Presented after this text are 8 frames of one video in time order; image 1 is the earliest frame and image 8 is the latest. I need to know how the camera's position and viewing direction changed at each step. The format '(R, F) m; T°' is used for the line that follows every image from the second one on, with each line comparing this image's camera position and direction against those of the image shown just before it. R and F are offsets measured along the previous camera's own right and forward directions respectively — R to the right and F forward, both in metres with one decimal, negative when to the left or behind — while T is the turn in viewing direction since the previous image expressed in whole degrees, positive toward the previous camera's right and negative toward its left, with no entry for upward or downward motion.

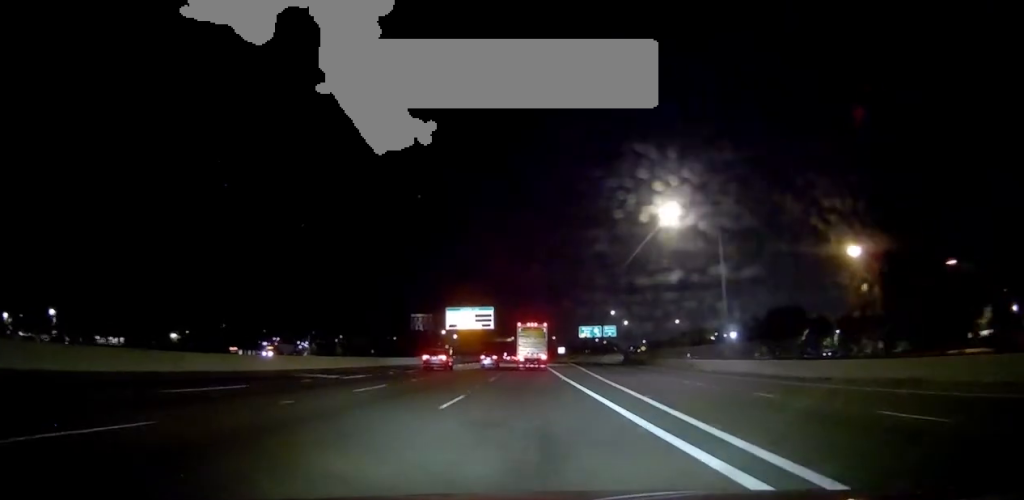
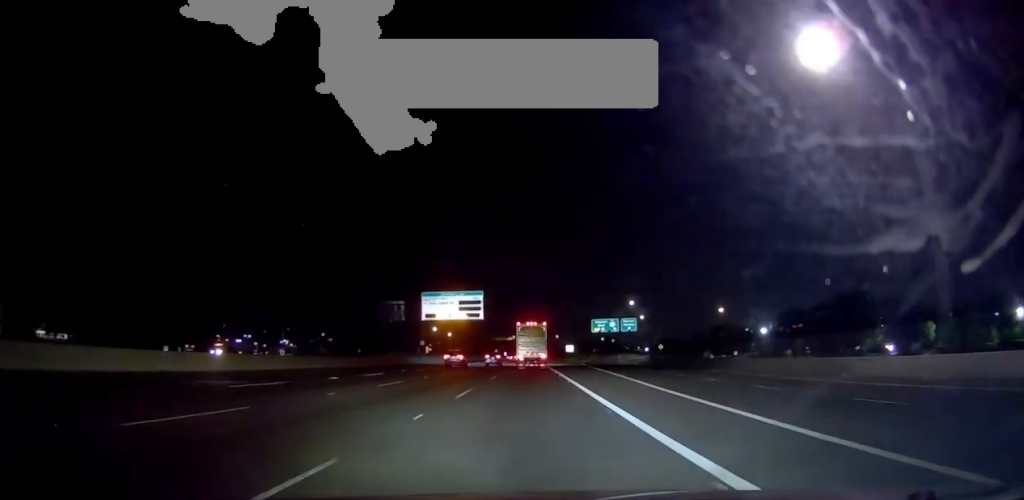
(+0.1, +25.1) m; -1°
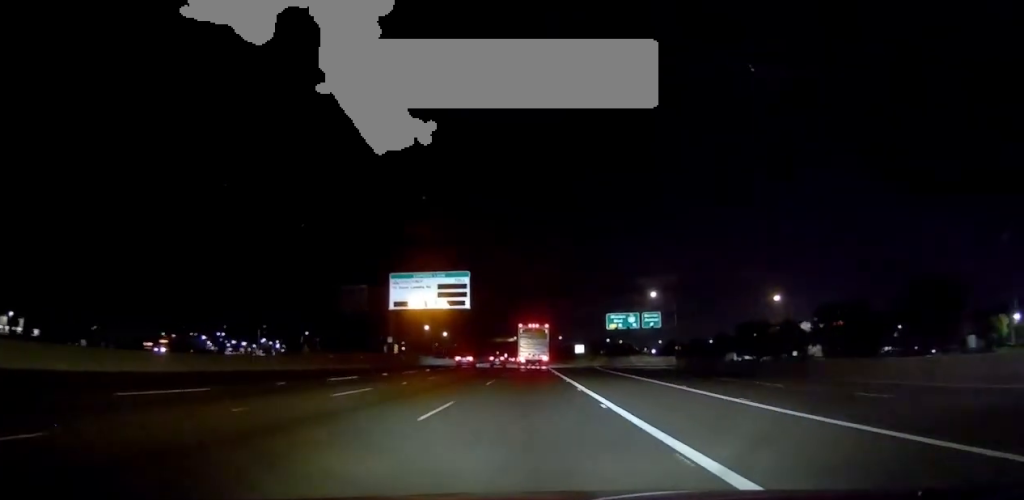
(-0.2, +19.9) m; -1°
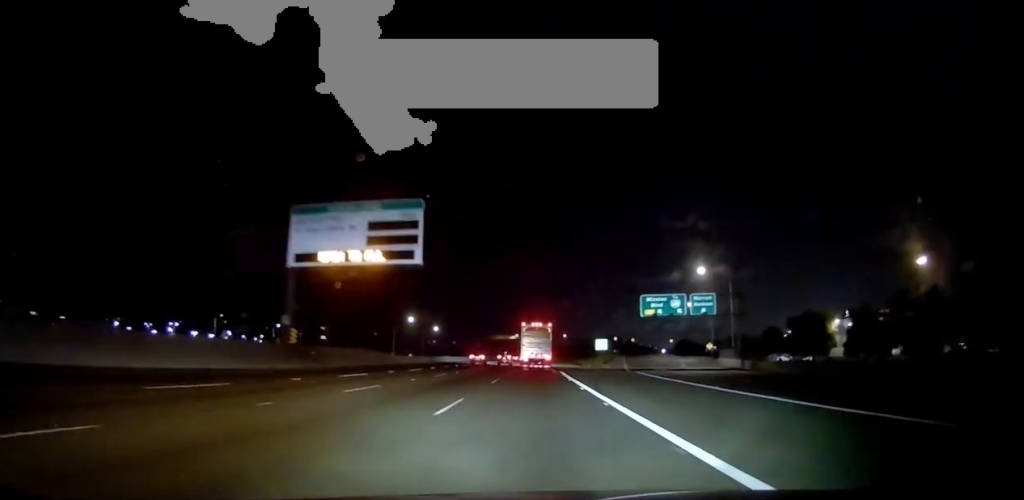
(0.0, +28.8) m; 0°
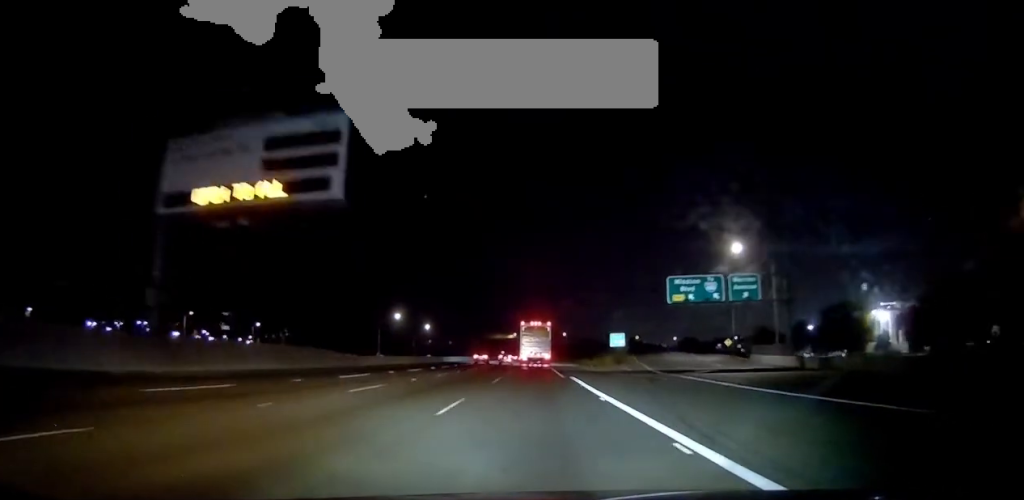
(0.0, +14.4) m; 0°
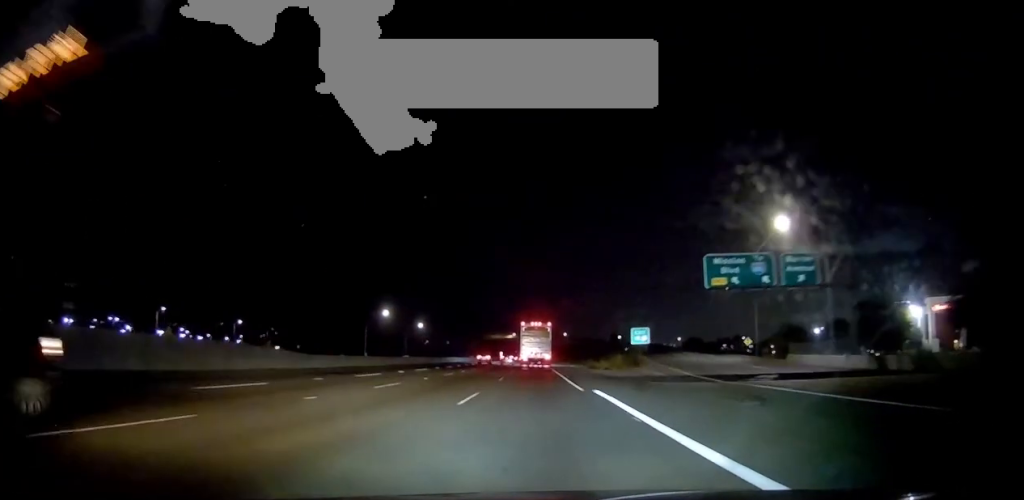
(0.0, +12.1) m; 0°
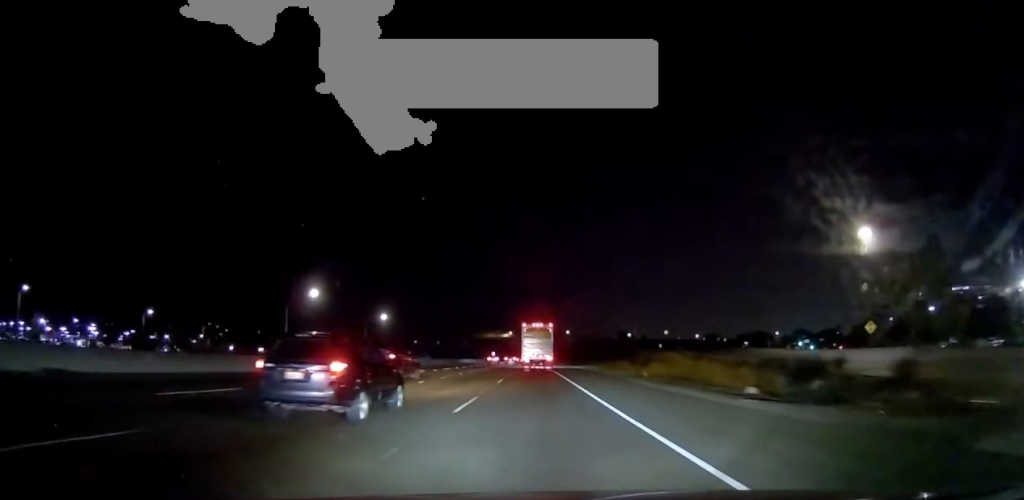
(+0.4, +44.9) m; +1°
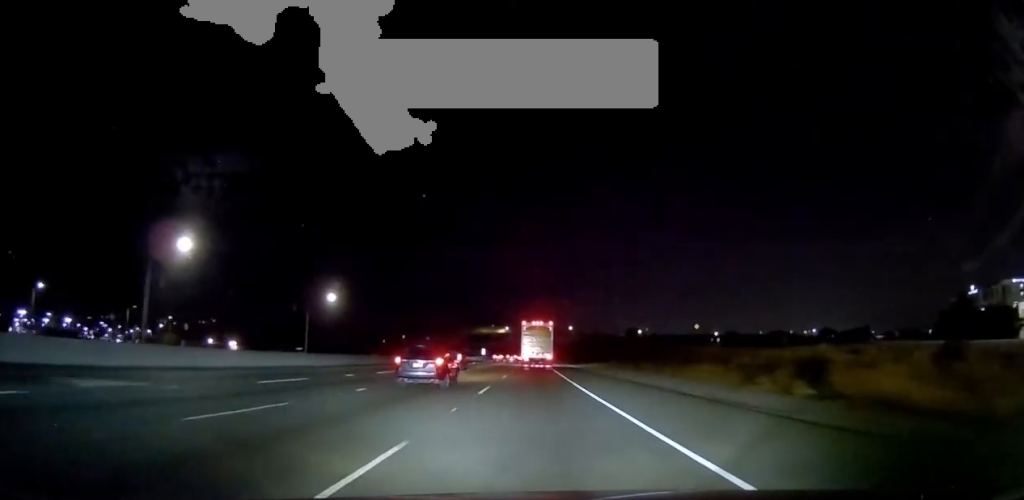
(-0.2, +37.8) m; -1°
